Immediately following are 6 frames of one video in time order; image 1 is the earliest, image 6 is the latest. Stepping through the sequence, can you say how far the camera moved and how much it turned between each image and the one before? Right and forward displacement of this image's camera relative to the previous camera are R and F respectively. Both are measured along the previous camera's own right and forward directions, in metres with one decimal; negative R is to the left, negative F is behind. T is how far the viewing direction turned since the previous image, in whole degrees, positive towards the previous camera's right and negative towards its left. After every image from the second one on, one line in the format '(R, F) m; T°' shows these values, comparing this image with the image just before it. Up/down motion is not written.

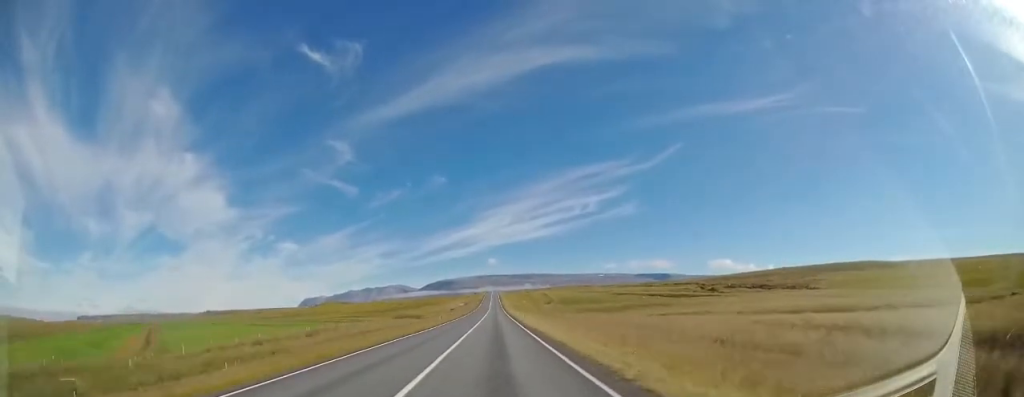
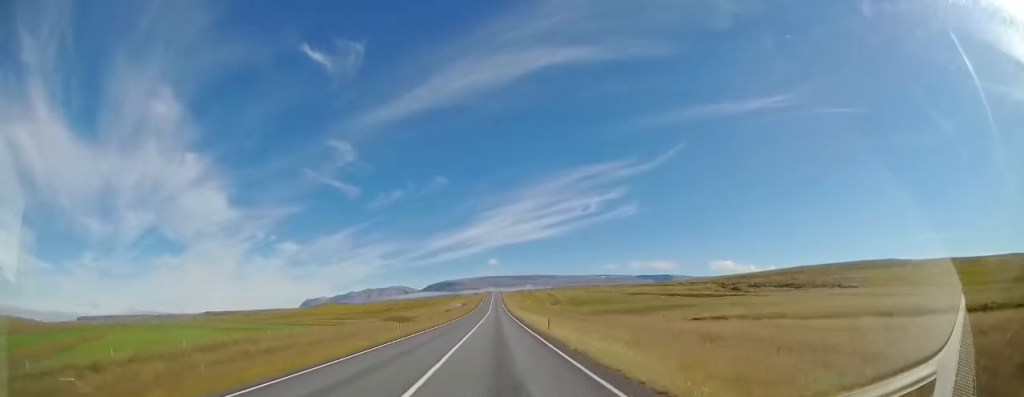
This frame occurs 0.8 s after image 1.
(0.0, +19.7) m; 0°
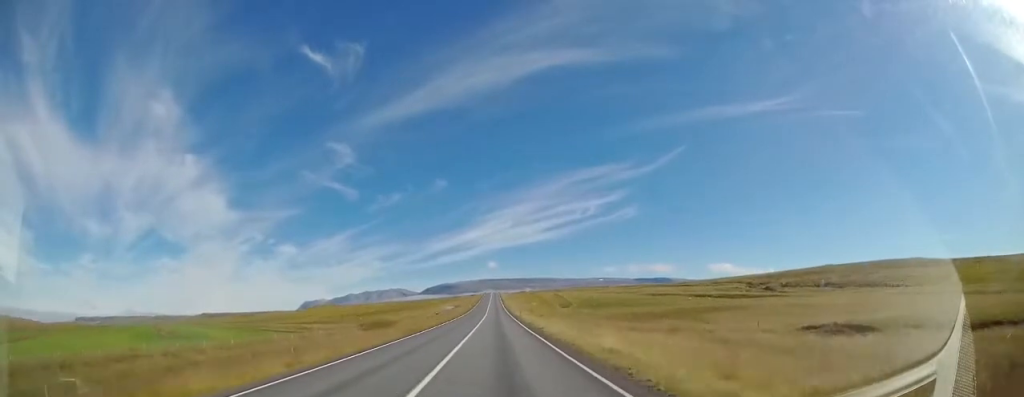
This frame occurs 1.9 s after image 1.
(-0.1, +25.8) m; +1°
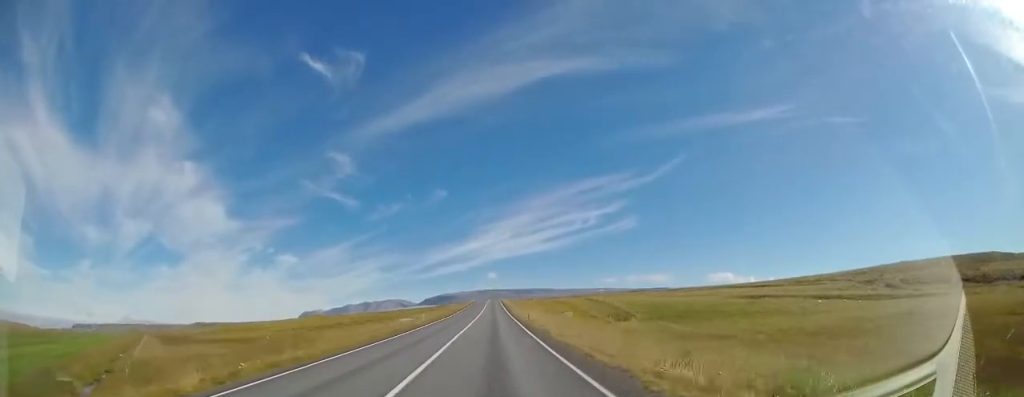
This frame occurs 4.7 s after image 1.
(+0.4, +63.1) m; 0°
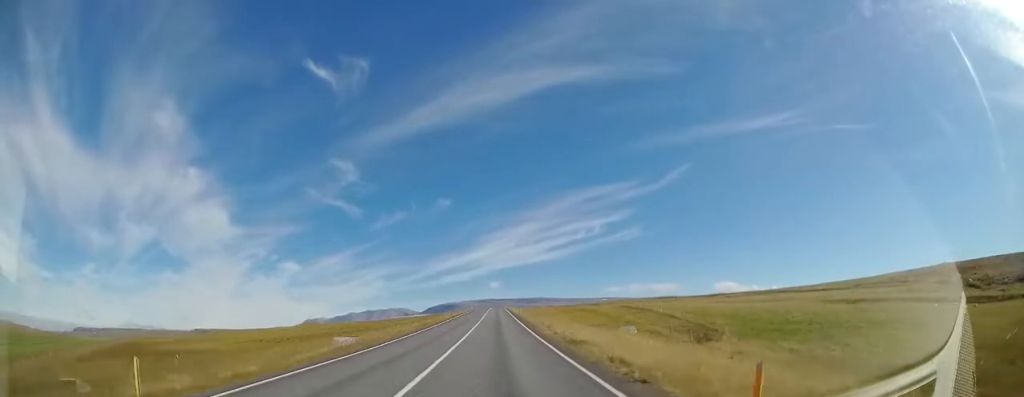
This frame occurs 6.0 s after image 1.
(-0.3, +29.2) m; 0°
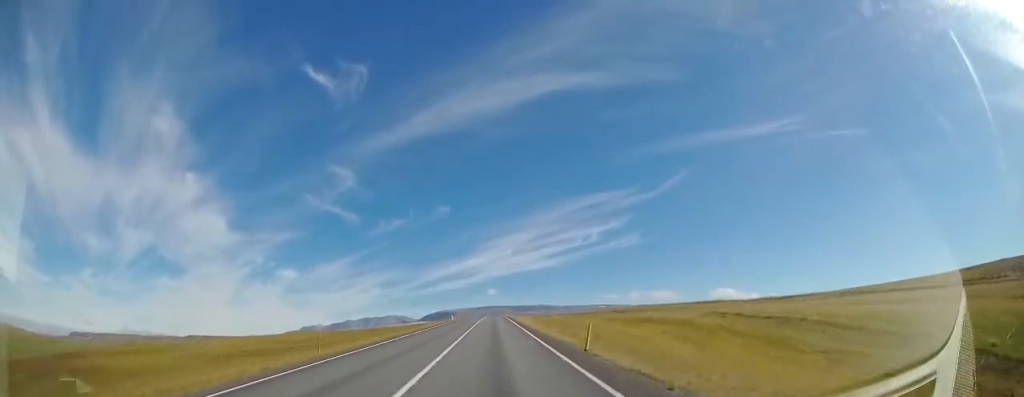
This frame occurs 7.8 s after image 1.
(+0.2, +40.2) m; 0°
